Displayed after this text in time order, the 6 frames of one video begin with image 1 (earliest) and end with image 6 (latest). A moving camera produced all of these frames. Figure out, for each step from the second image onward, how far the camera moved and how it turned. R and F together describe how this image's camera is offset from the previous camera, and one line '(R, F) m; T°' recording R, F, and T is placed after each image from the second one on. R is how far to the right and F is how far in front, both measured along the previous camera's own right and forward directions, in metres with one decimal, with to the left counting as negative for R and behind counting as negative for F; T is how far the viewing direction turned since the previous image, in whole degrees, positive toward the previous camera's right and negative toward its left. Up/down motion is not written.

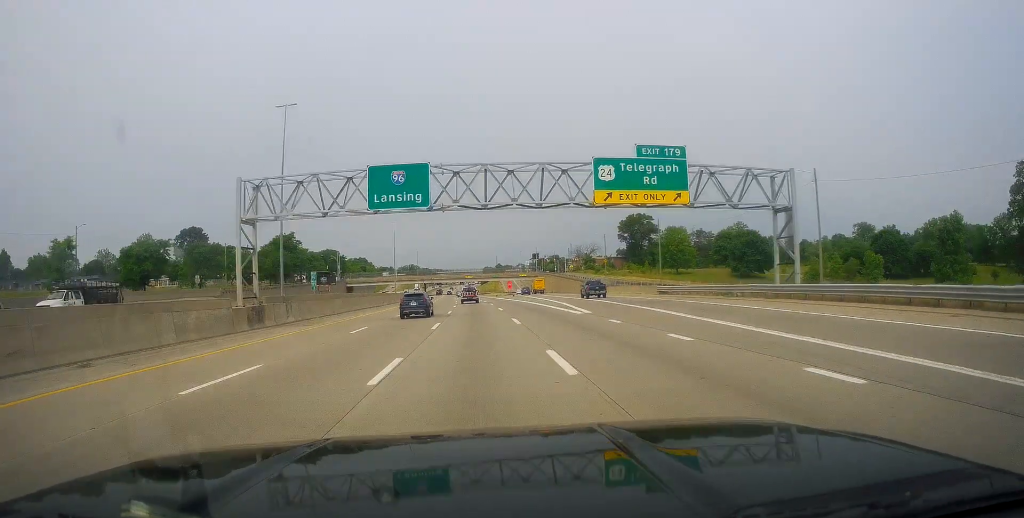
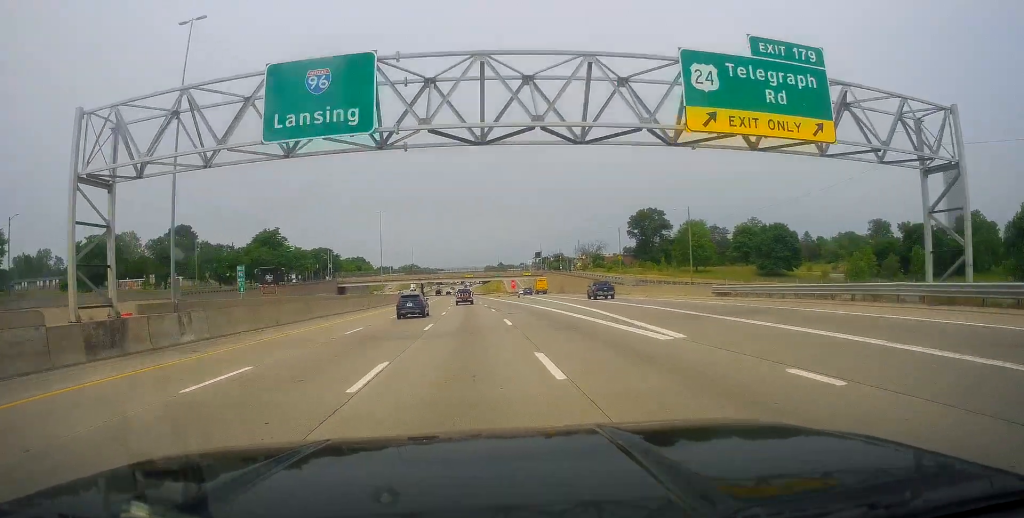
(0.0, +14.9) m; 0°
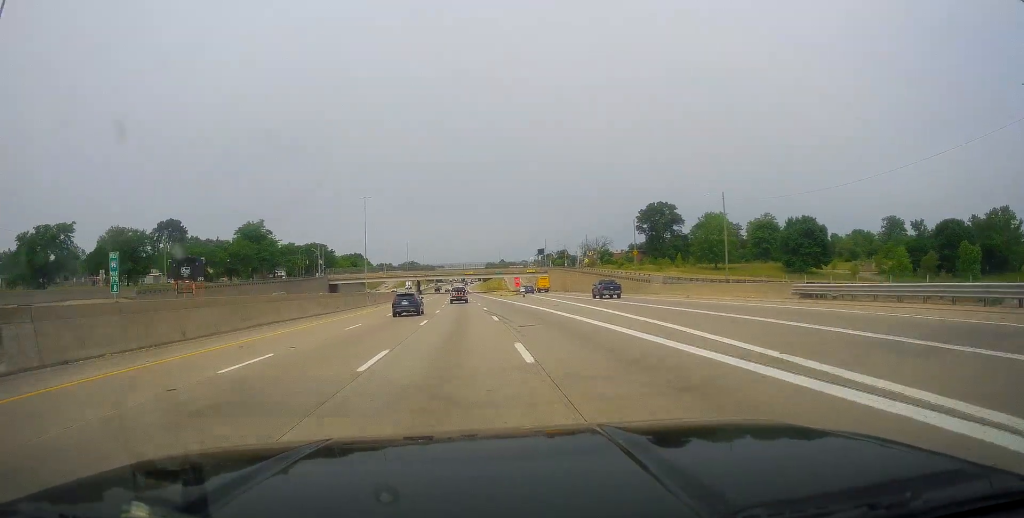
(0.0, +12.8) m; 0°
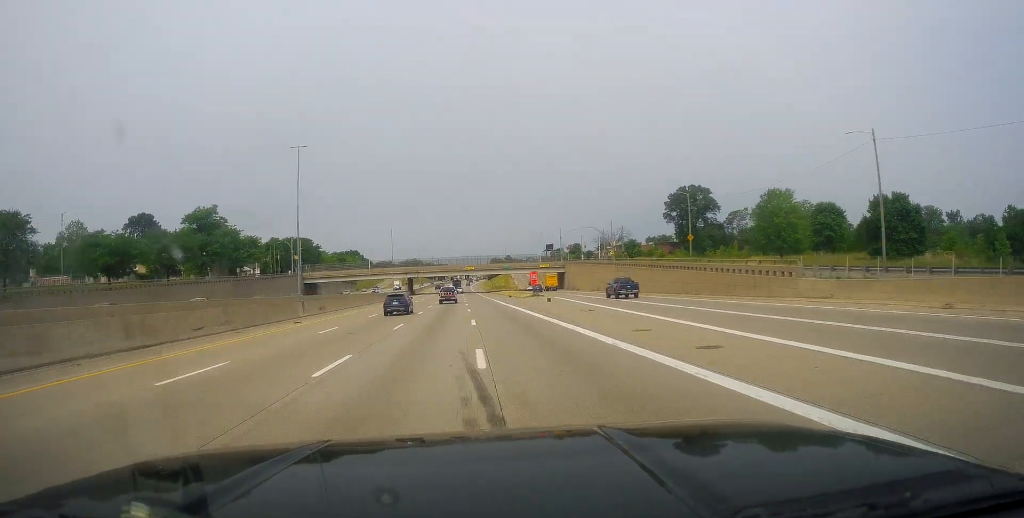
(0.0, +31.1) m; 0°
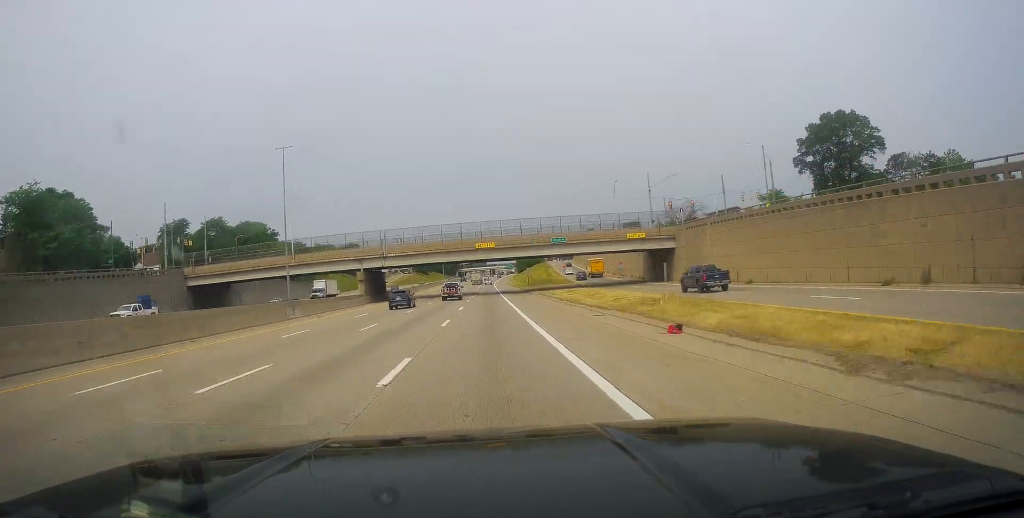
(-1.3, +77.8) m; -2°
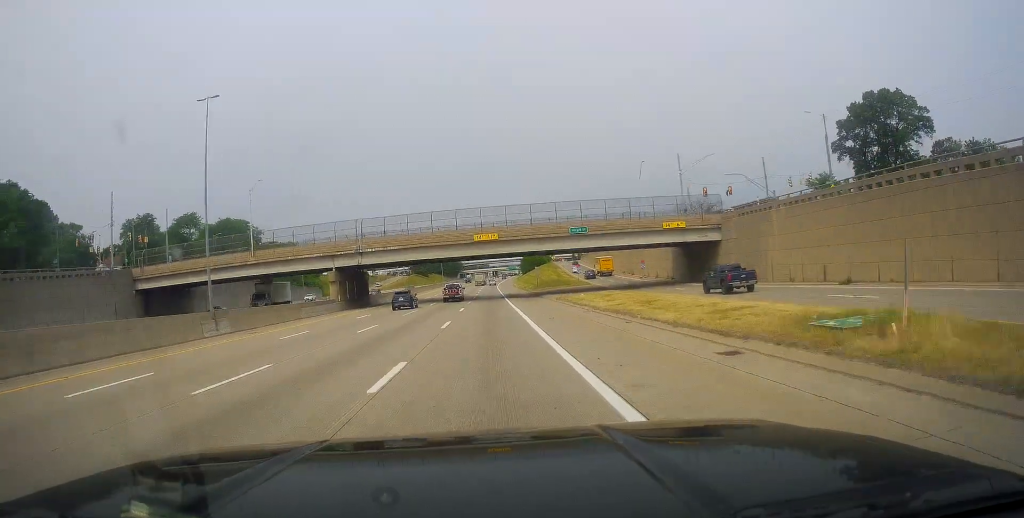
(+0.1, +15.4) m; -1°
